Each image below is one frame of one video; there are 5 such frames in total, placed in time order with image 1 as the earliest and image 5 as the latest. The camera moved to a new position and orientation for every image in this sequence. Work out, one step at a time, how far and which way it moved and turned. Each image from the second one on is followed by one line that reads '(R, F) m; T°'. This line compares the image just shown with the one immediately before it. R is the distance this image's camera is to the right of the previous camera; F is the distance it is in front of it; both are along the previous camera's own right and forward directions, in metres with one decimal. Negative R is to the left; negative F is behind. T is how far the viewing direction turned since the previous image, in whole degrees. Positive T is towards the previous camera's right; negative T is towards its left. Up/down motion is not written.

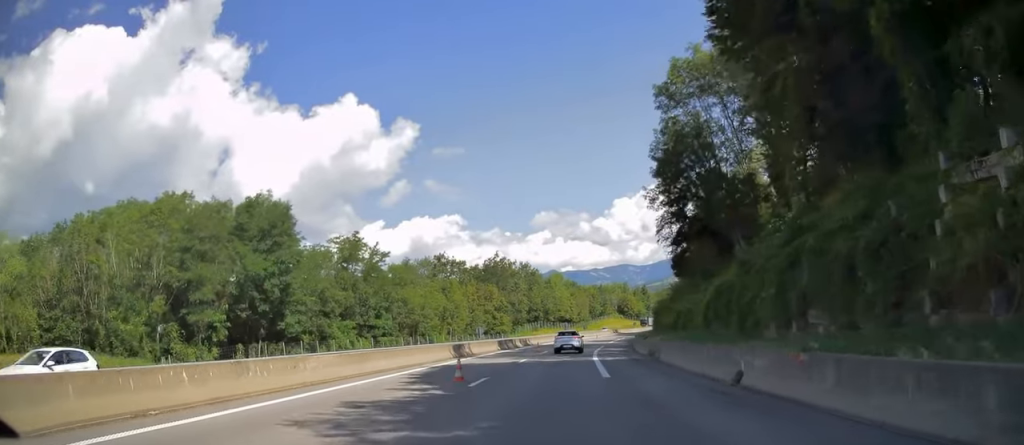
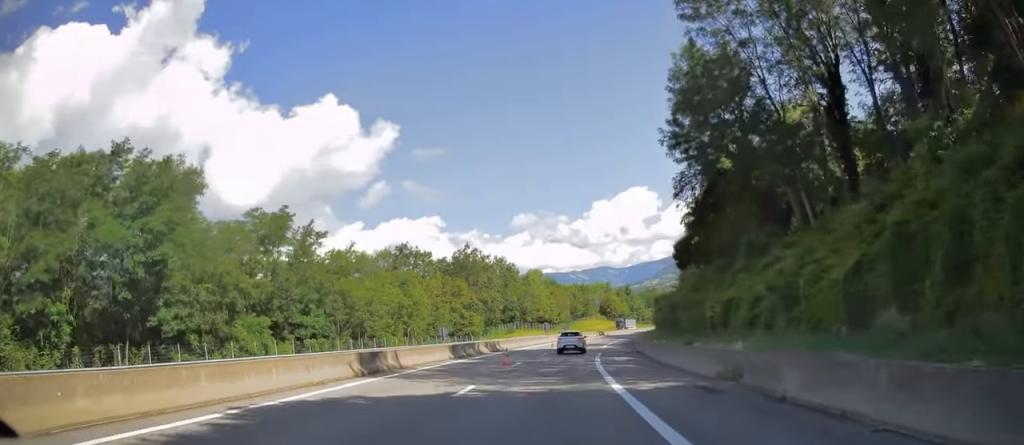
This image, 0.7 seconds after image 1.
(+0.1, +15.6) m; +2°
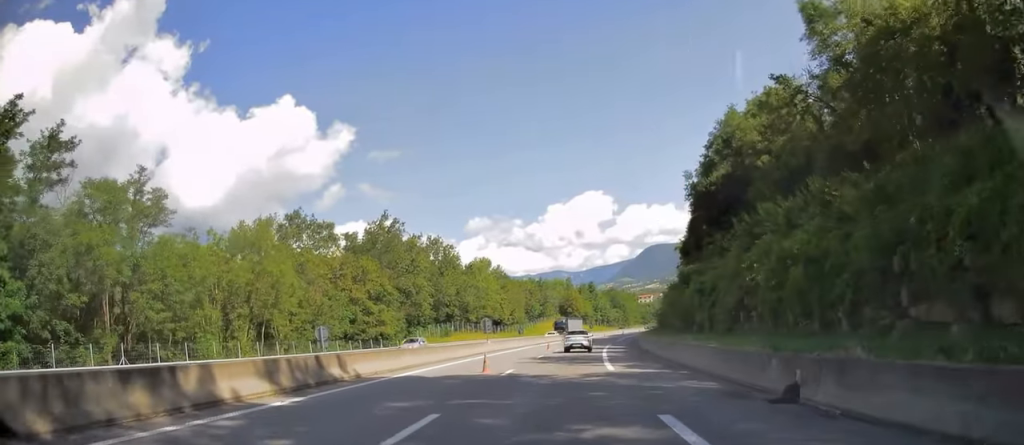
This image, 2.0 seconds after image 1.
(+1.3, +31.8) m; +5°
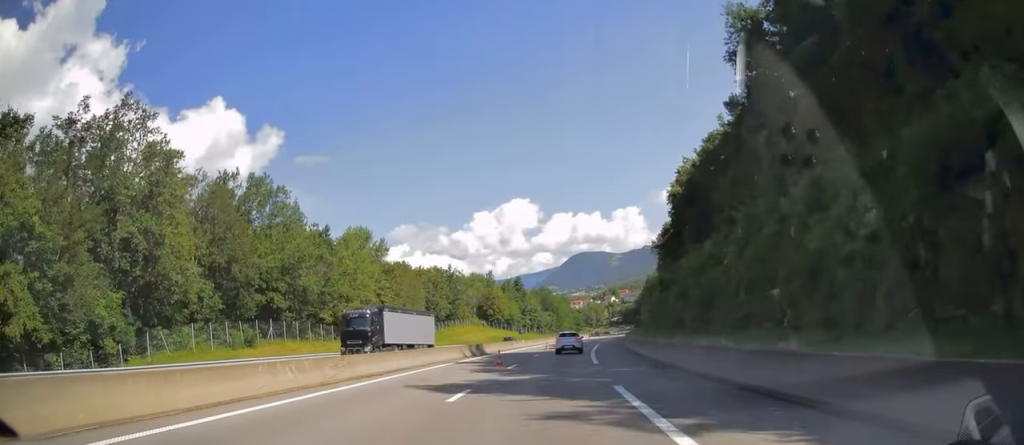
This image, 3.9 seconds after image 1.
(+2.7, +45.4) m; +7°
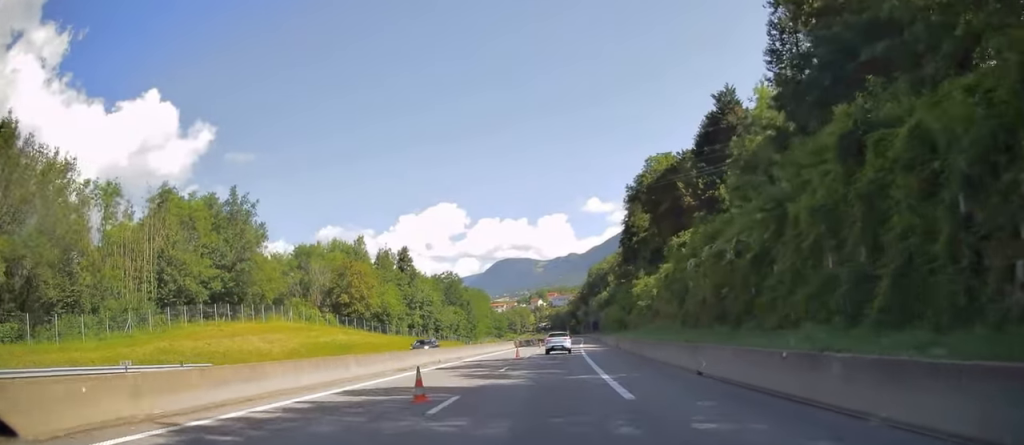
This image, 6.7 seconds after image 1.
(+4.8, +66.5) m; +8°
